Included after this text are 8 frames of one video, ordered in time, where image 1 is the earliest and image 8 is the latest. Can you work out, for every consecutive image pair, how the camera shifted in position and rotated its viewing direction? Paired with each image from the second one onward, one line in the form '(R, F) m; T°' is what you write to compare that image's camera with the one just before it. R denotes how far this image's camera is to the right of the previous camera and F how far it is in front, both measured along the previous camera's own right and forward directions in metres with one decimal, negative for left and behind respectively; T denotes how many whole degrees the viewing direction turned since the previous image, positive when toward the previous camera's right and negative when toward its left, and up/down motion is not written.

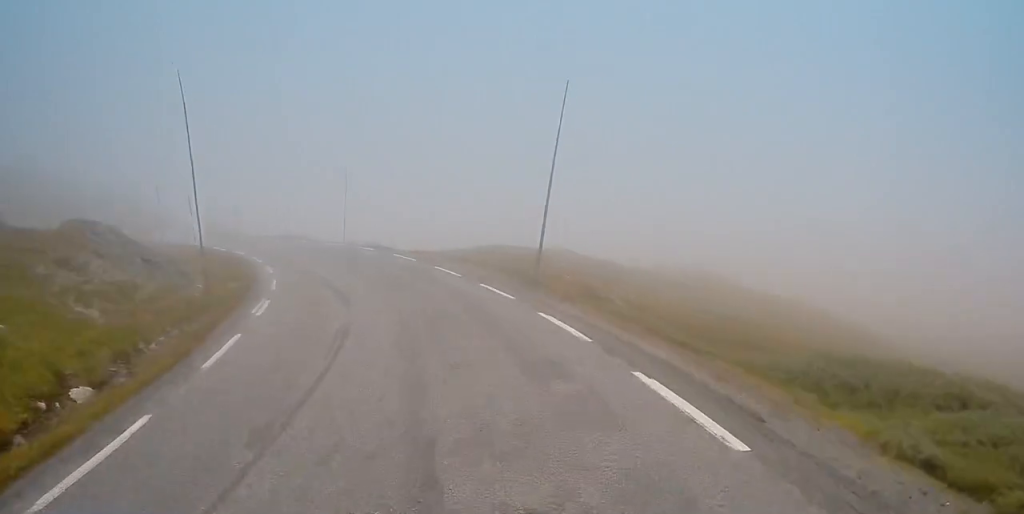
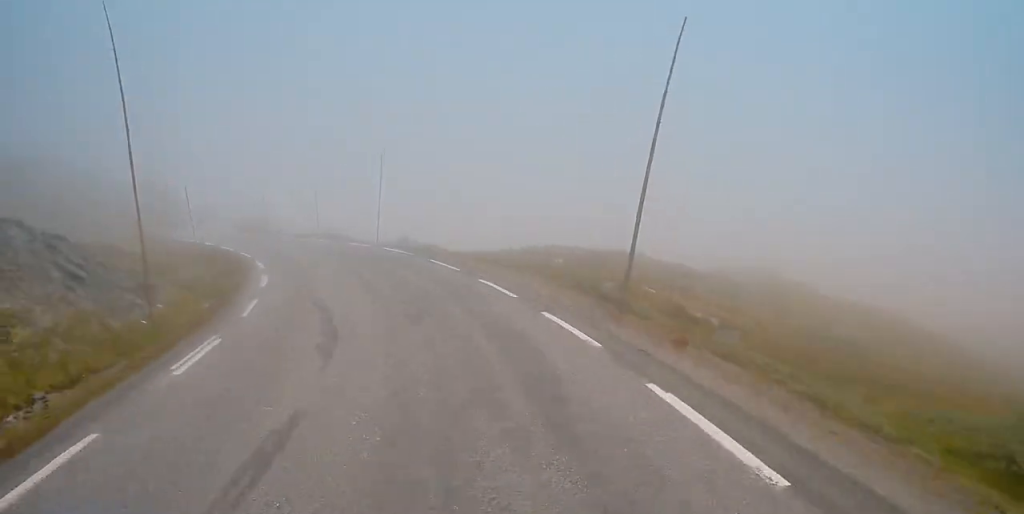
(-0.3, +7.4) m; -3°
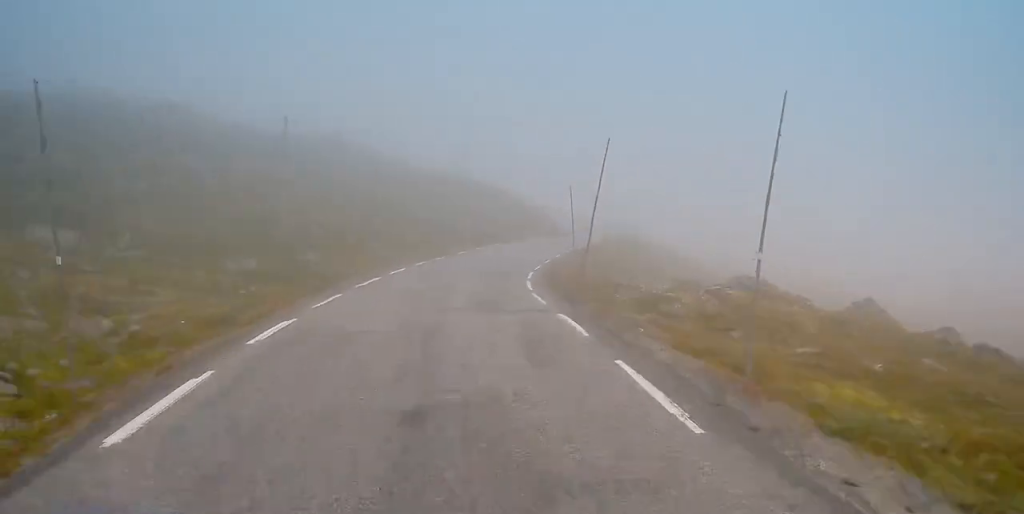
(-9.4, +38.6) m; -24°
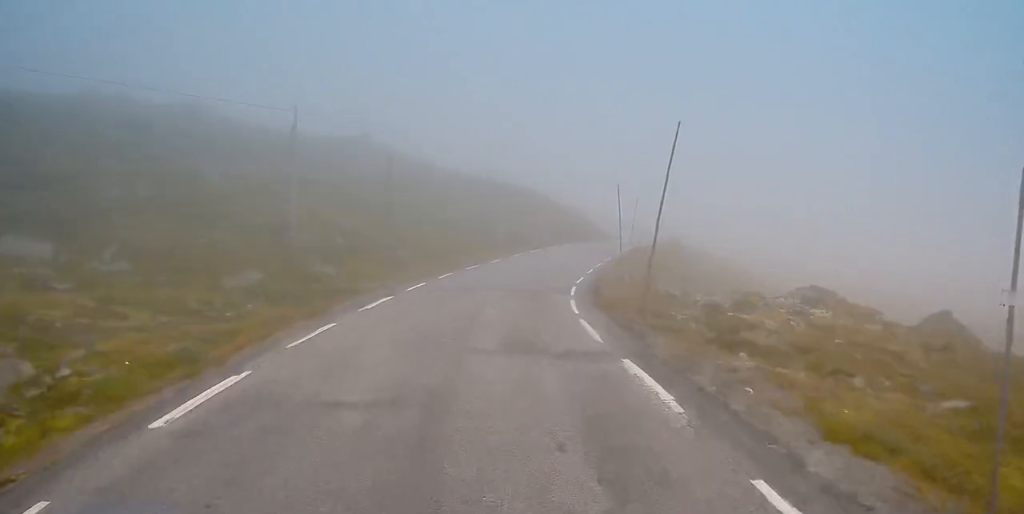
(-0.1, +5.0) m; -1°
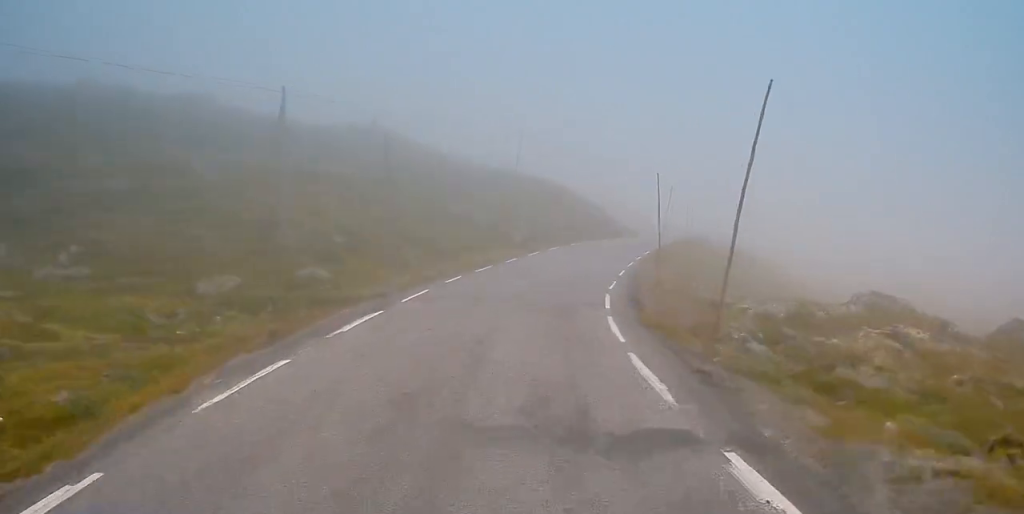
(-0.2, +5.0) m; 0°
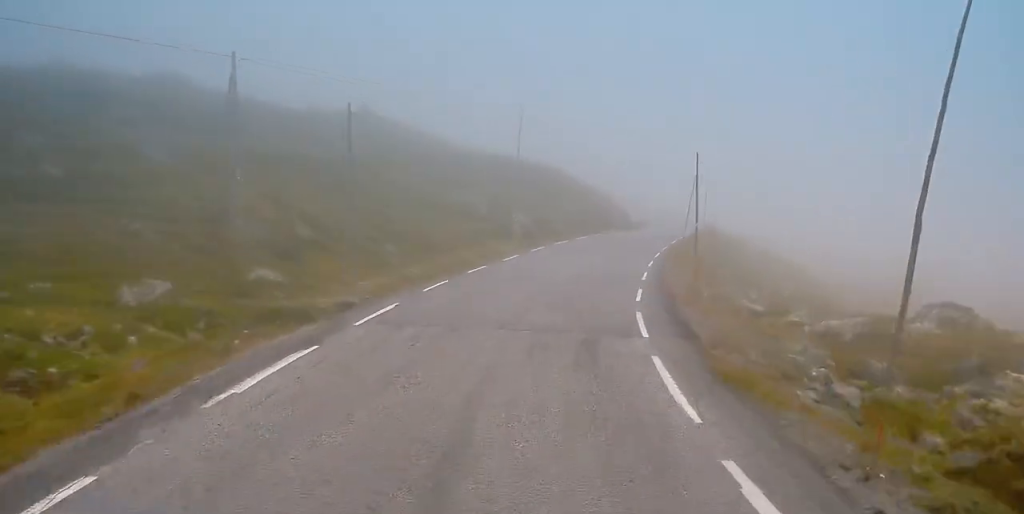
(0.0, +6.1) m; +1°
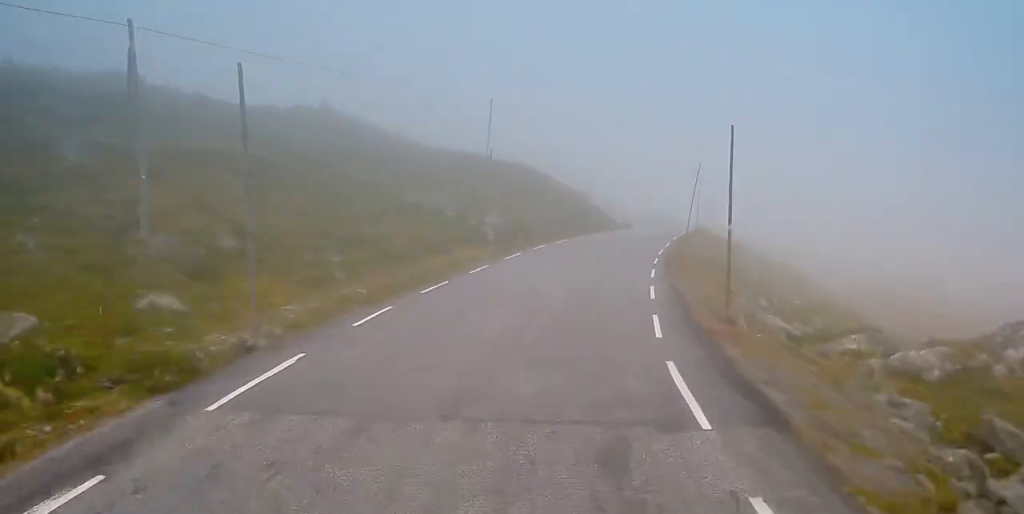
(+0.1, +6.4) m; +3°
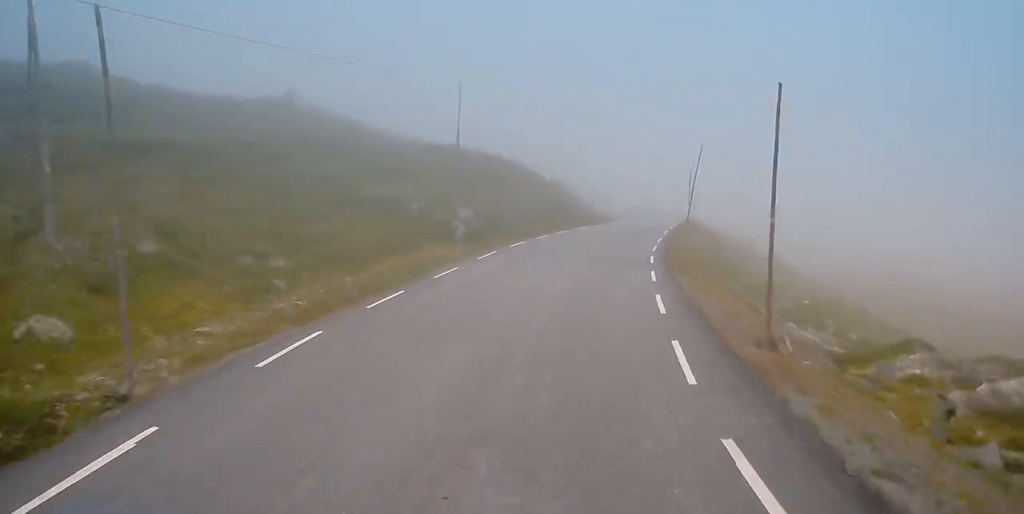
(+0.1, +4.6) m; +1°
